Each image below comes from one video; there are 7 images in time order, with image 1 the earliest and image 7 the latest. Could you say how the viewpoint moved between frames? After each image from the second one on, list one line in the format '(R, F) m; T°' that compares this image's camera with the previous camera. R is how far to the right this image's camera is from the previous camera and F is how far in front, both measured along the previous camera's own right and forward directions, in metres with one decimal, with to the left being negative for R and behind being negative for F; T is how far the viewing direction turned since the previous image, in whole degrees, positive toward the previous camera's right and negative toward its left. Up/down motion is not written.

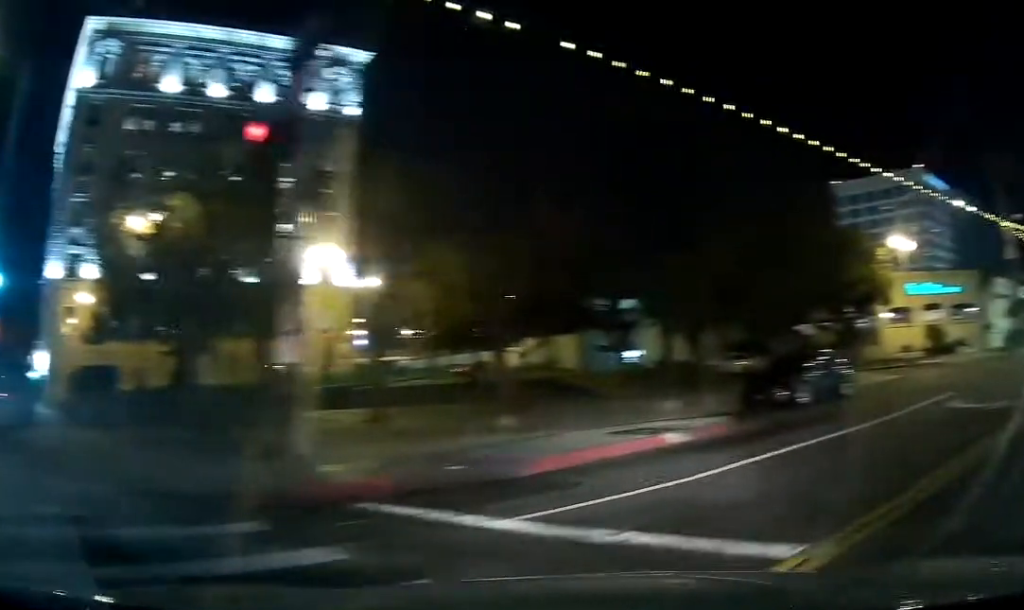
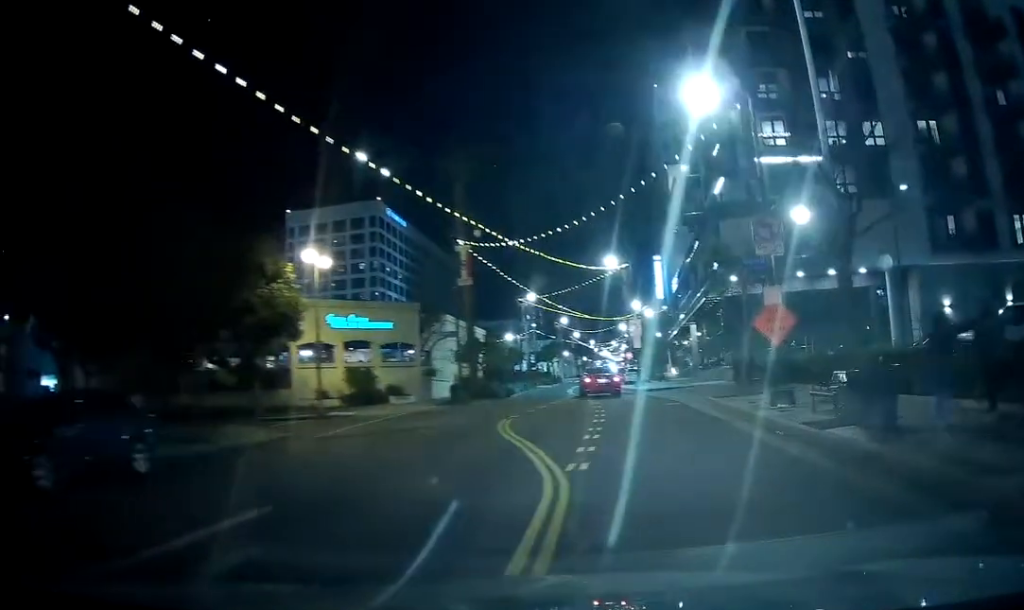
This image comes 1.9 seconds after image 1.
(+4.2, +8.2) m; +41°
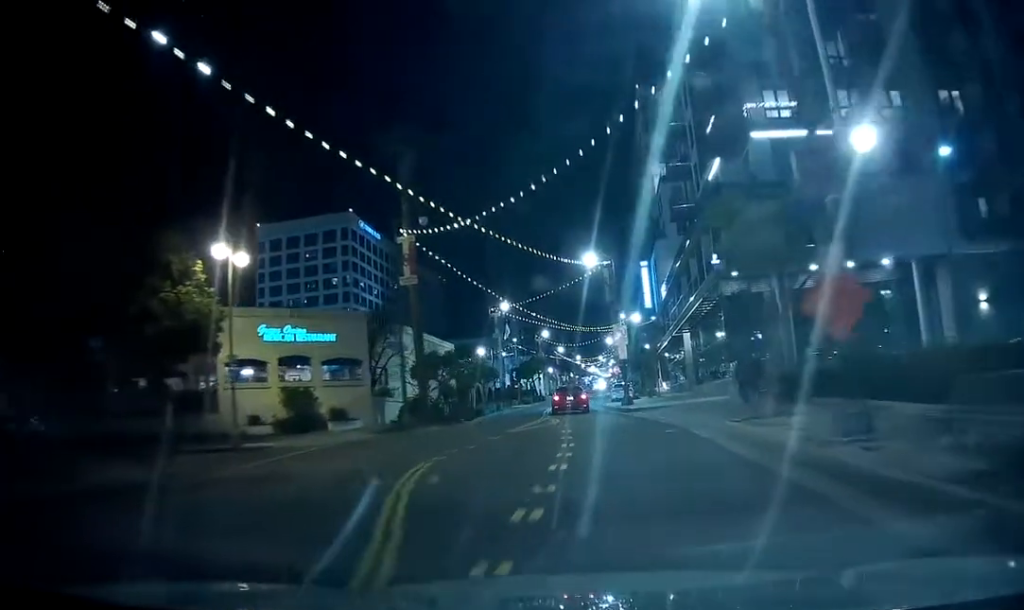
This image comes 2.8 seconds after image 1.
(+0.5, +6.6) m; +4°
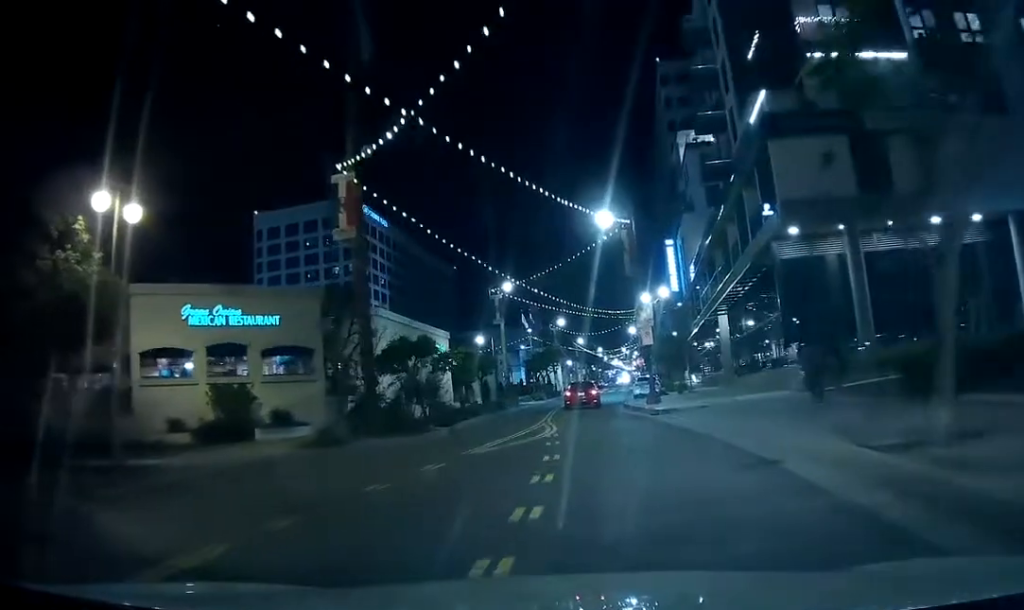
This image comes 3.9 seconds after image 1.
(-0.1, +8.7) m; -2°
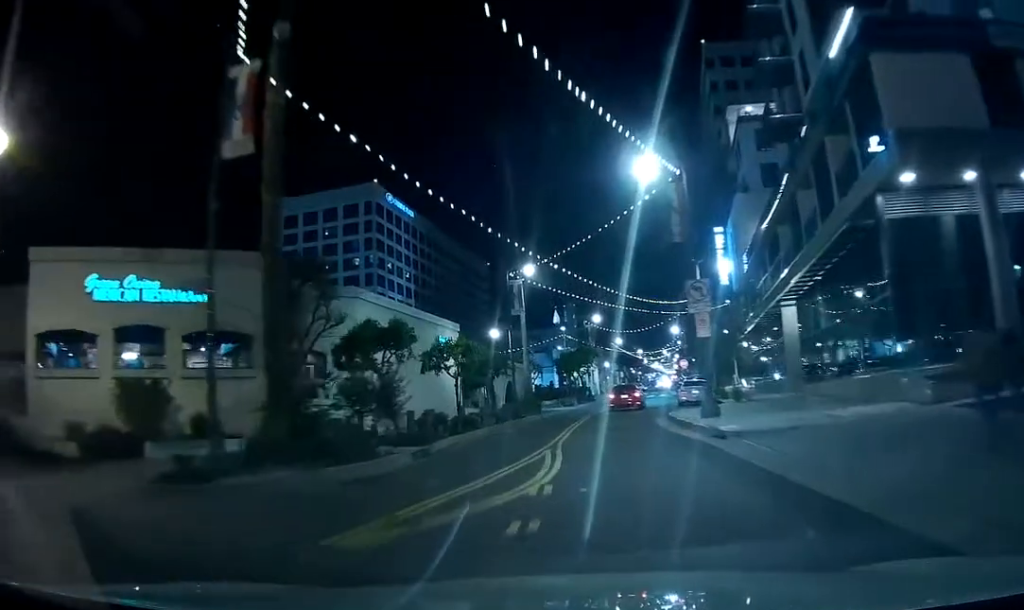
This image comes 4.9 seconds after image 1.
(-0.2, +8.7) m; -3°
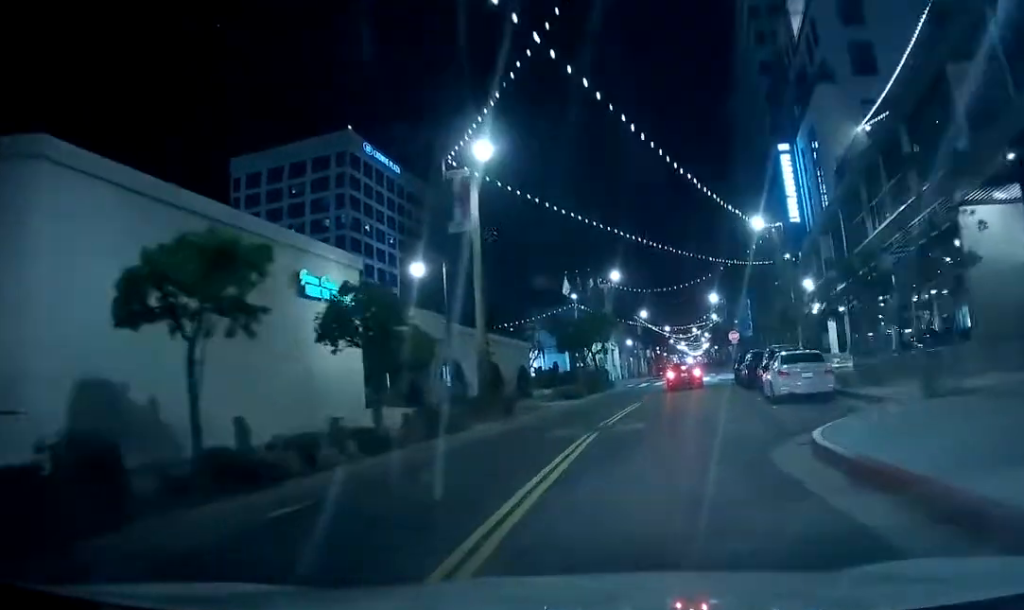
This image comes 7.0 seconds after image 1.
(-1.4, +20.4) m; -6°
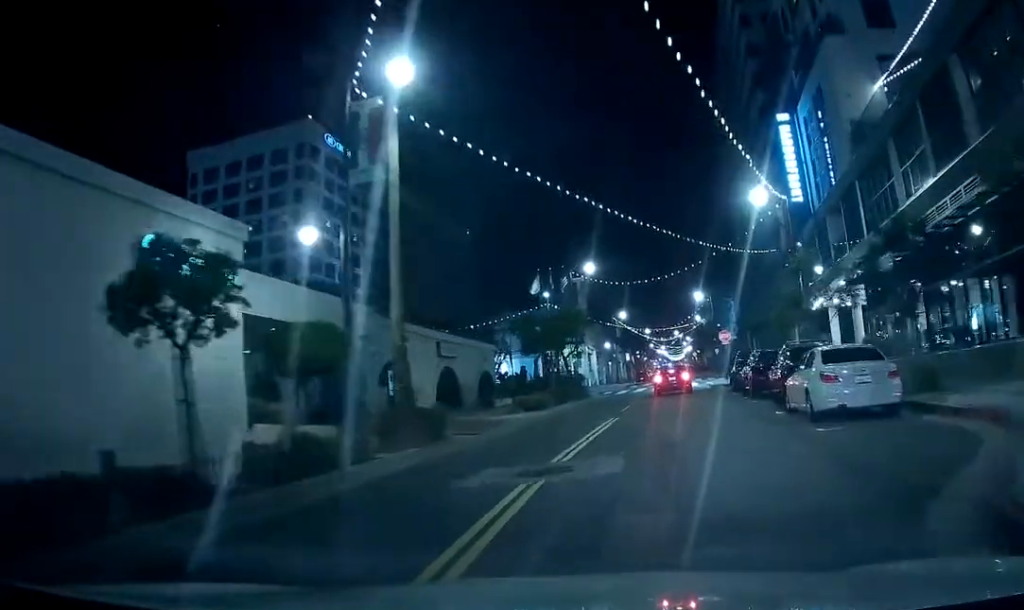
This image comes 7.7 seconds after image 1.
(0.0, +6.8) m; +1°
